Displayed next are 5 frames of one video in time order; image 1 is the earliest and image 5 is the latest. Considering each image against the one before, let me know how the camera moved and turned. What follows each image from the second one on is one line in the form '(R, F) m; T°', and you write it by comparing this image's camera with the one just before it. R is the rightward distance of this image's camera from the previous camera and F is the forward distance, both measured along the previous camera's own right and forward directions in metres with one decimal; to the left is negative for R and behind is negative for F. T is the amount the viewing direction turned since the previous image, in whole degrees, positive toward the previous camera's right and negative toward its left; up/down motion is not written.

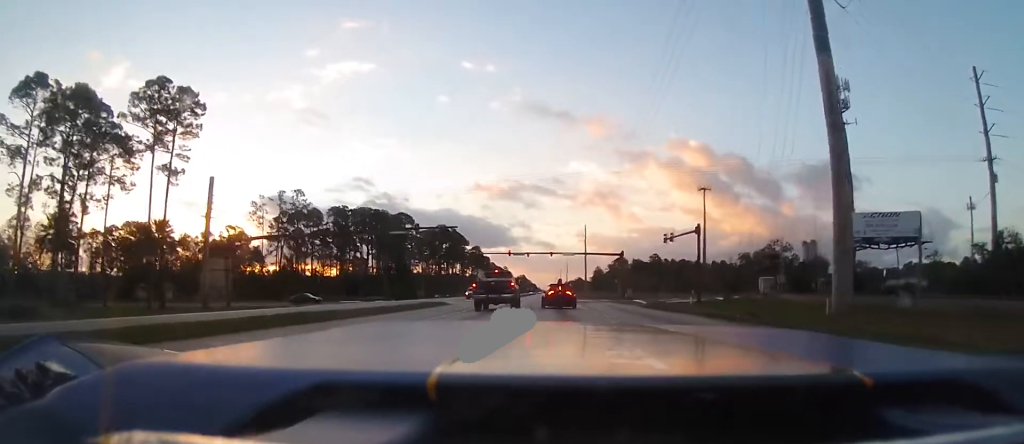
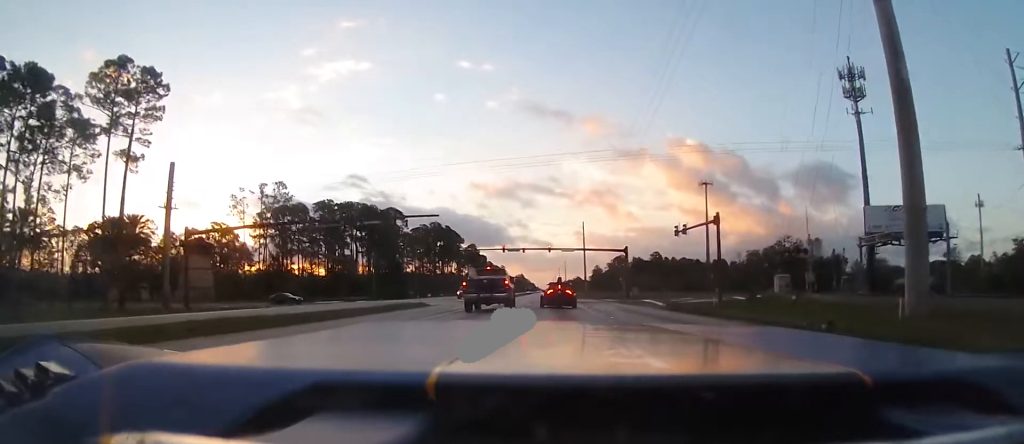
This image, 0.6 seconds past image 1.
(+0.1, +6.4) m; +1°
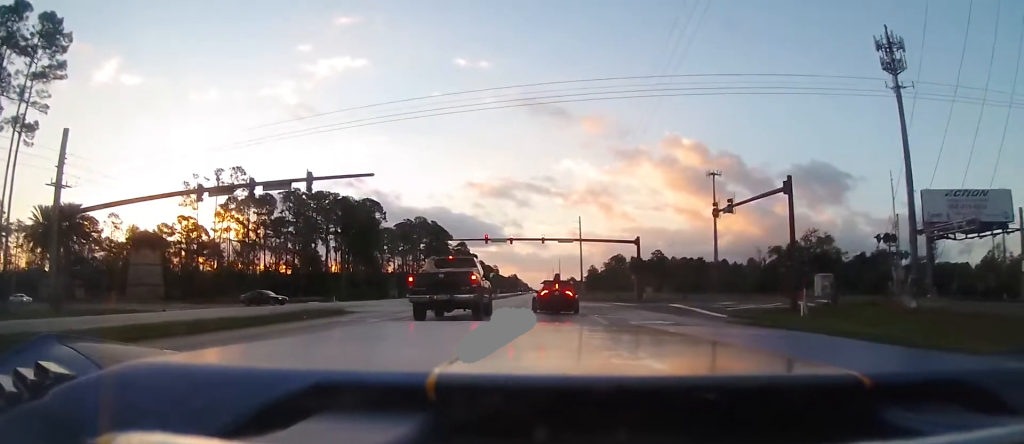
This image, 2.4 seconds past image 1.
(+0.2, +14.7) m; +1°
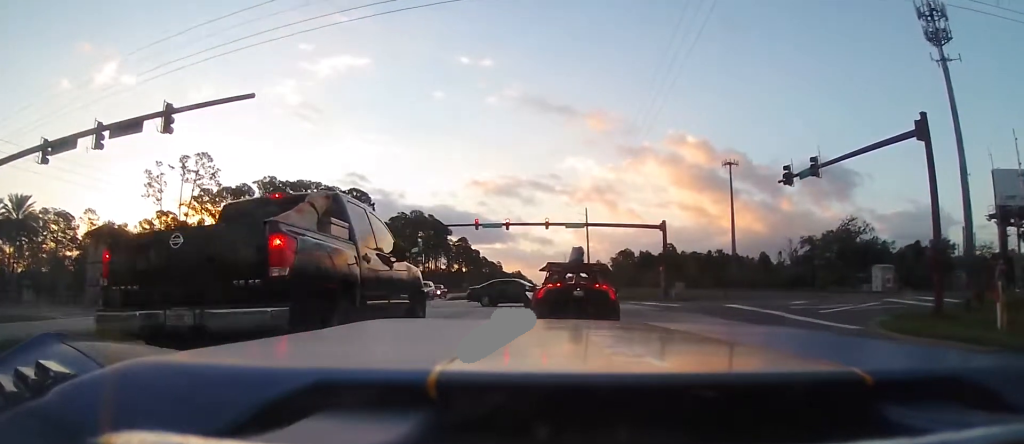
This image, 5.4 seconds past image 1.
(-0.2, +11.1) m; -2°
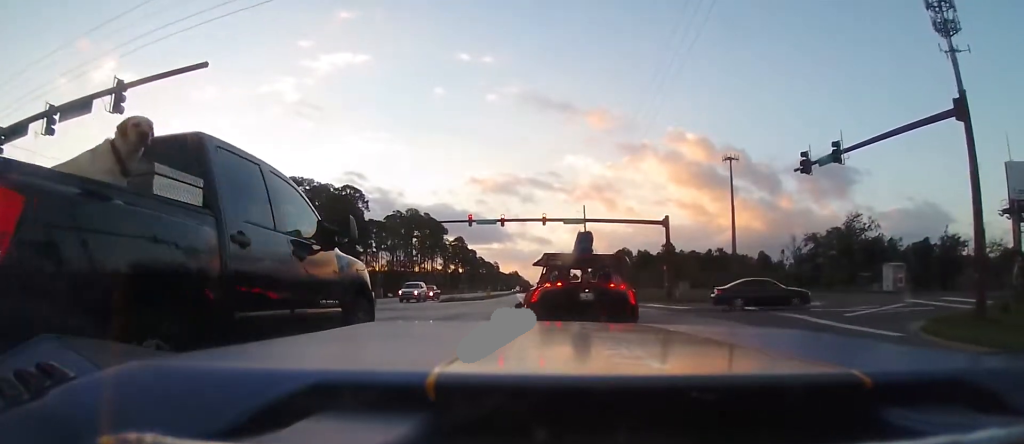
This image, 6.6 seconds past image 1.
(-0.1, +0.3) m; 0°
